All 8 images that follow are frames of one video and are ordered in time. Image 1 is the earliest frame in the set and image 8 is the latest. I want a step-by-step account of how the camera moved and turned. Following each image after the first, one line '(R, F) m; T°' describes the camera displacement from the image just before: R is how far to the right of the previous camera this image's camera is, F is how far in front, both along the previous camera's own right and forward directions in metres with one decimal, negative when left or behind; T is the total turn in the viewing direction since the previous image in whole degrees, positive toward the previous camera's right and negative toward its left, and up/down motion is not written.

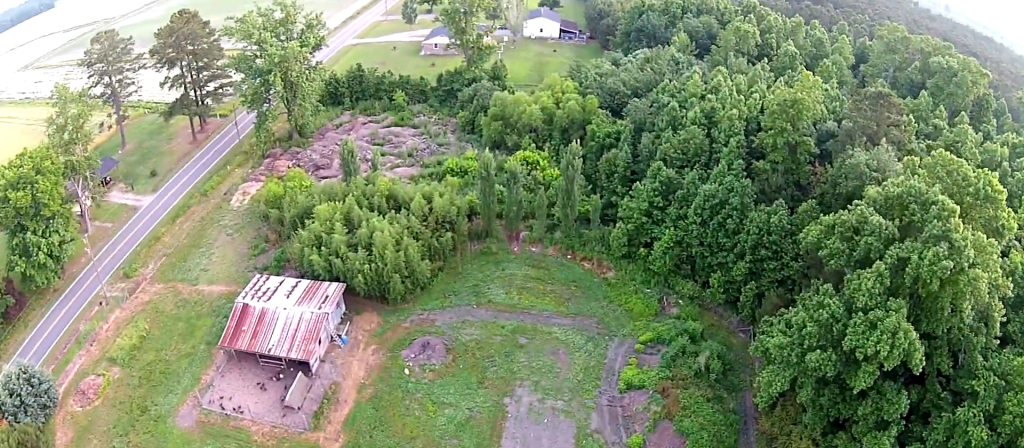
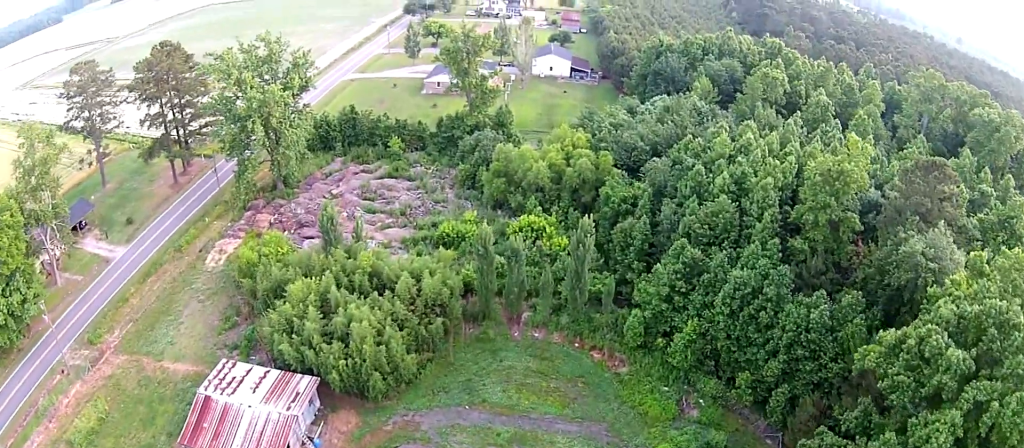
(-0.3, +11.3) m; -3°
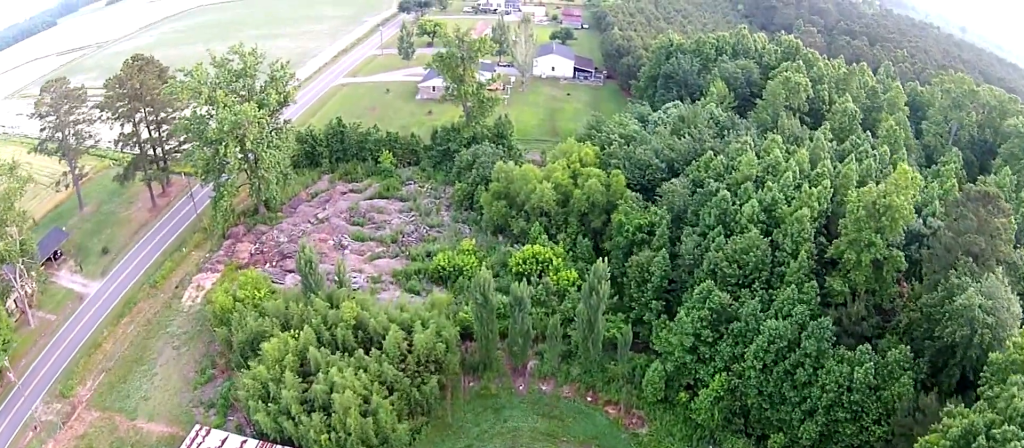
(-0.2, +8.2) m; -5°
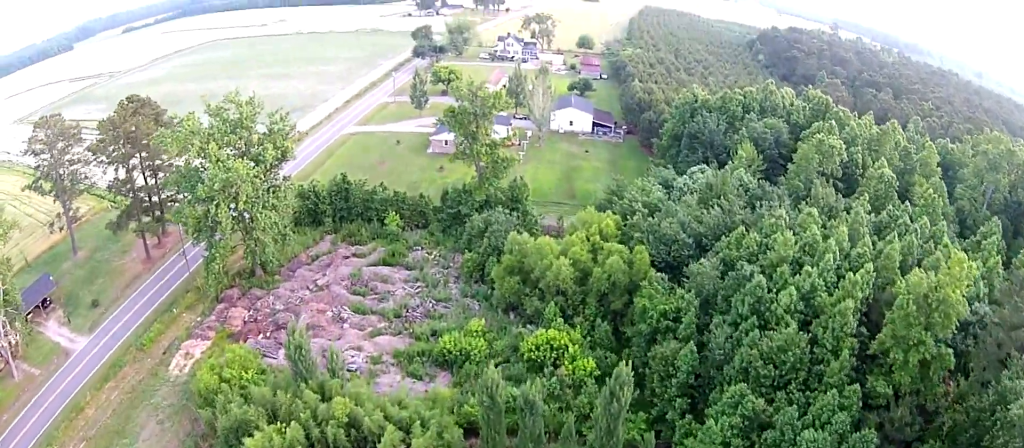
(-0.3, +4.8) m; -7°
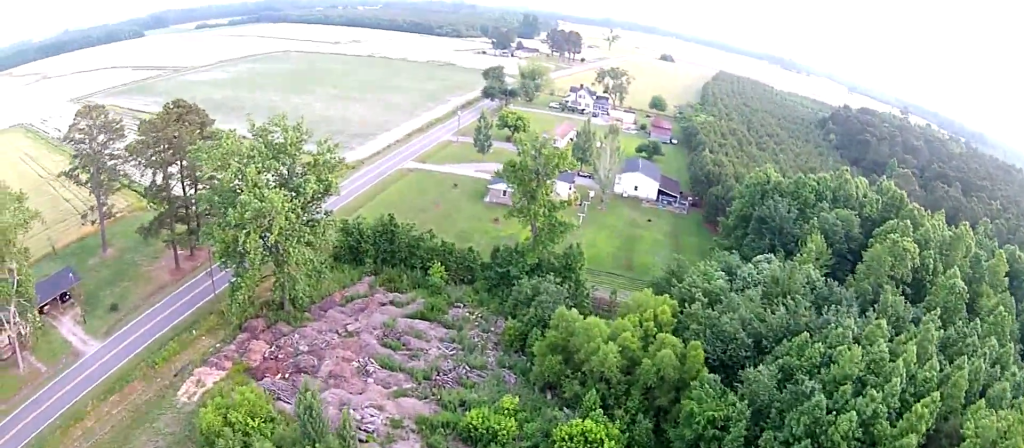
(-0.1, +3.6) m; -12°
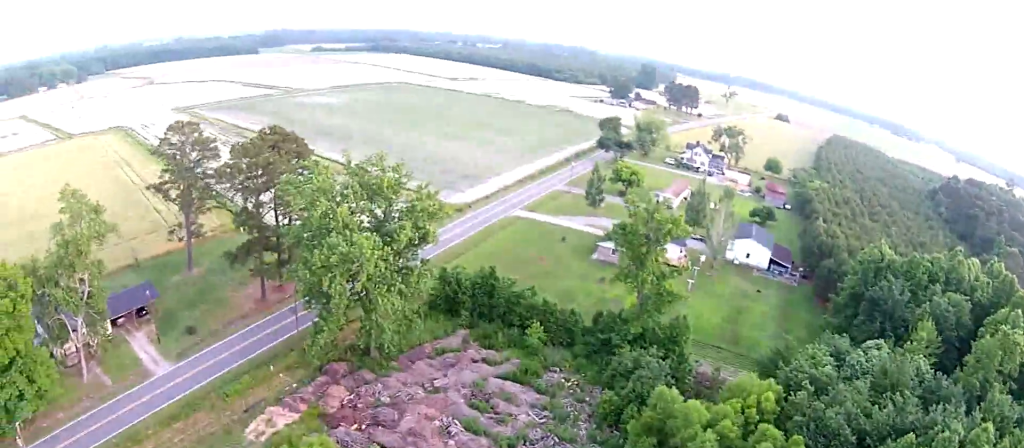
(-0.2, +2.1) m; -27°
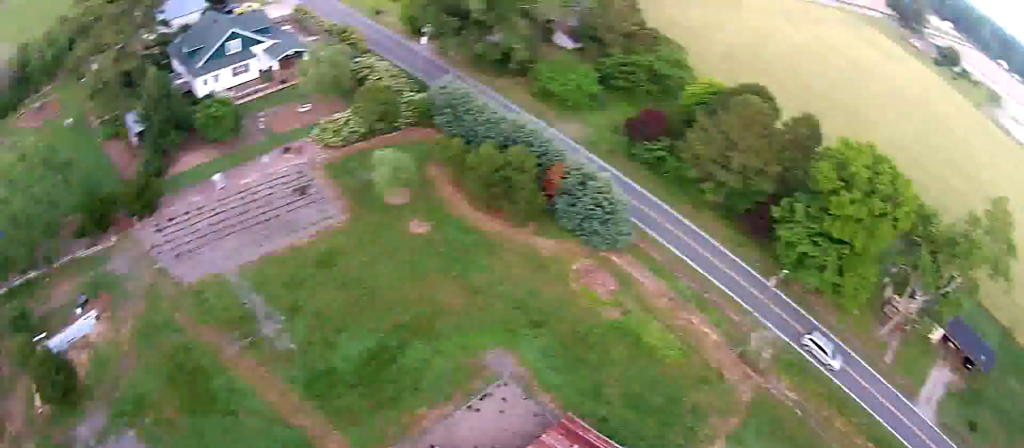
(-2.6, +2.0) m; -94°
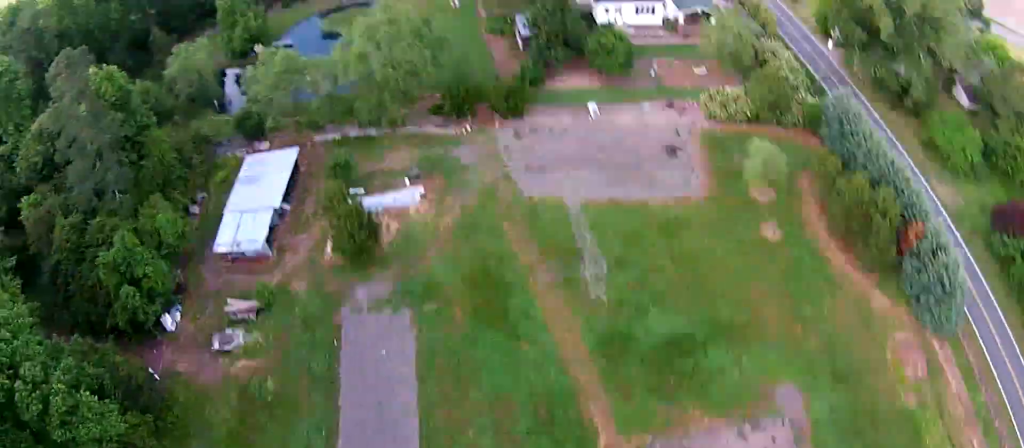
(-0.7, +2.4) m; -14°
